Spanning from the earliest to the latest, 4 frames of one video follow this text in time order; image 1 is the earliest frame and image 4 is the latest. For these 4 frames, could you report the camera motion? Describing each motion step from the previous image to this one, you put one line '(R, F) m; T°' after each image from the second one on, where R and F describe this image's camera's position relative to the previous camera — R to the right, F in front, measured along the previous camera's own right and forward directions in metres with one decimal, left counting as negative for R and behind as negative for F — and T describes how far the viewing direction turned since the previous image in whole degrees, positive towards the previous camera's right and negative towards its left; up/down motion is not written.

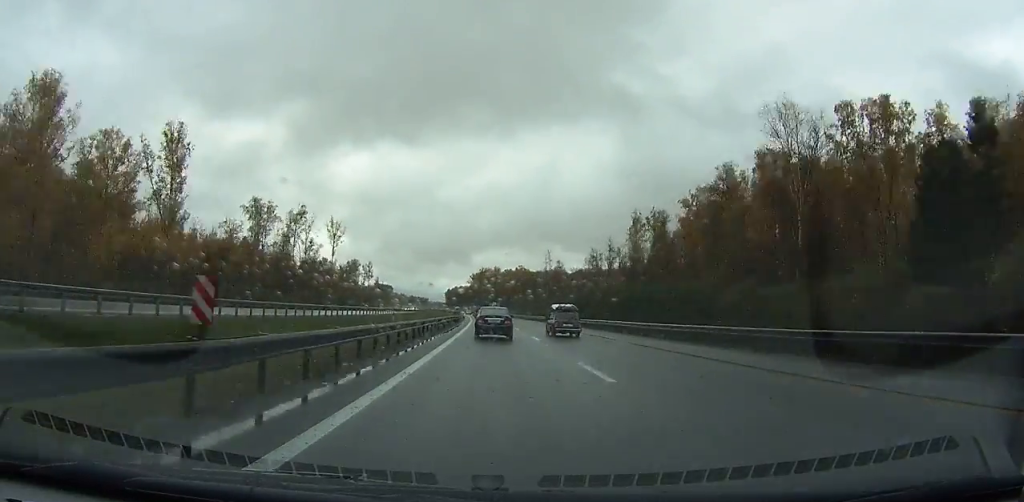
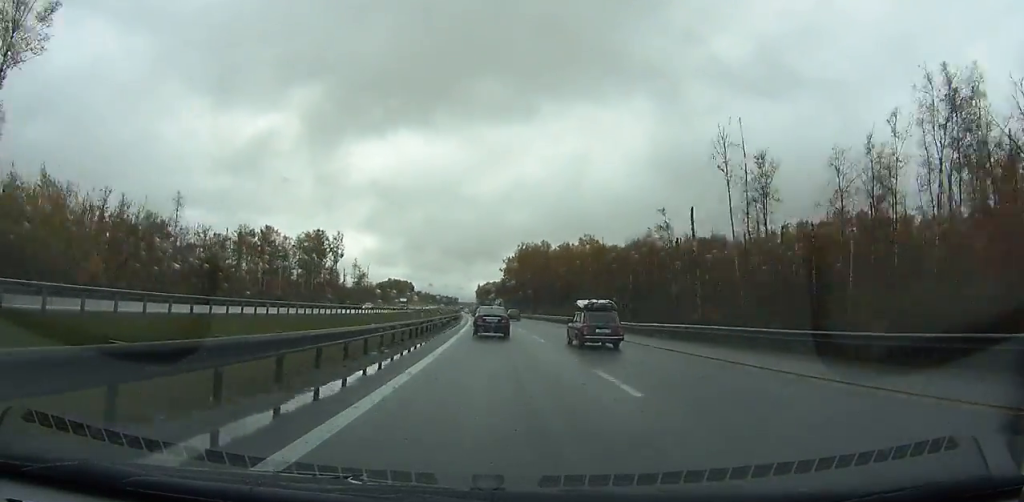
(-3.9, +129.6) m; -4°
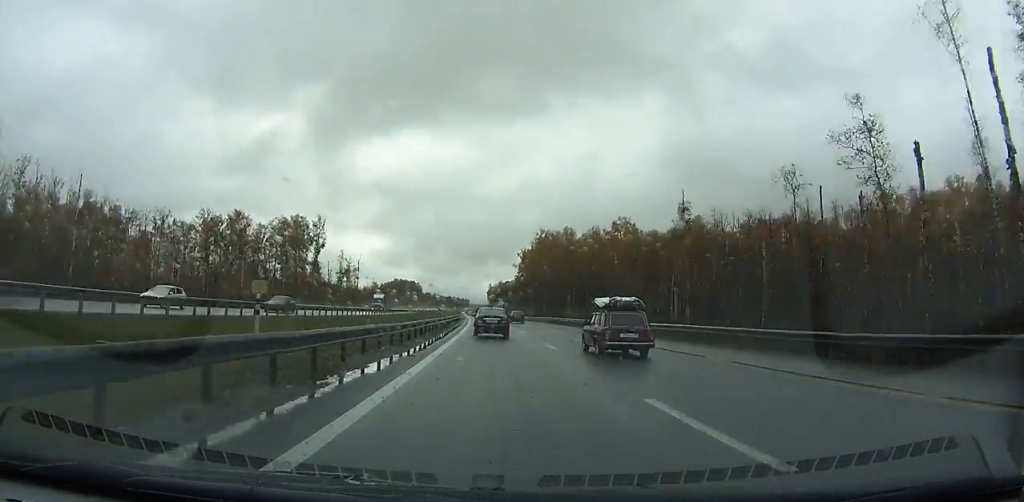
(-0.6, +36.5) m; -1°
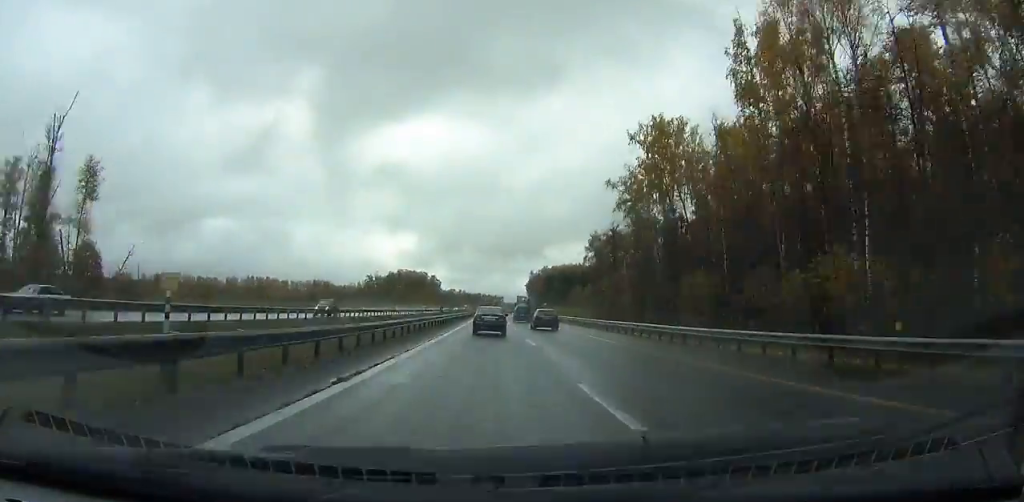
(-5.1, +156.3) m; -3°
